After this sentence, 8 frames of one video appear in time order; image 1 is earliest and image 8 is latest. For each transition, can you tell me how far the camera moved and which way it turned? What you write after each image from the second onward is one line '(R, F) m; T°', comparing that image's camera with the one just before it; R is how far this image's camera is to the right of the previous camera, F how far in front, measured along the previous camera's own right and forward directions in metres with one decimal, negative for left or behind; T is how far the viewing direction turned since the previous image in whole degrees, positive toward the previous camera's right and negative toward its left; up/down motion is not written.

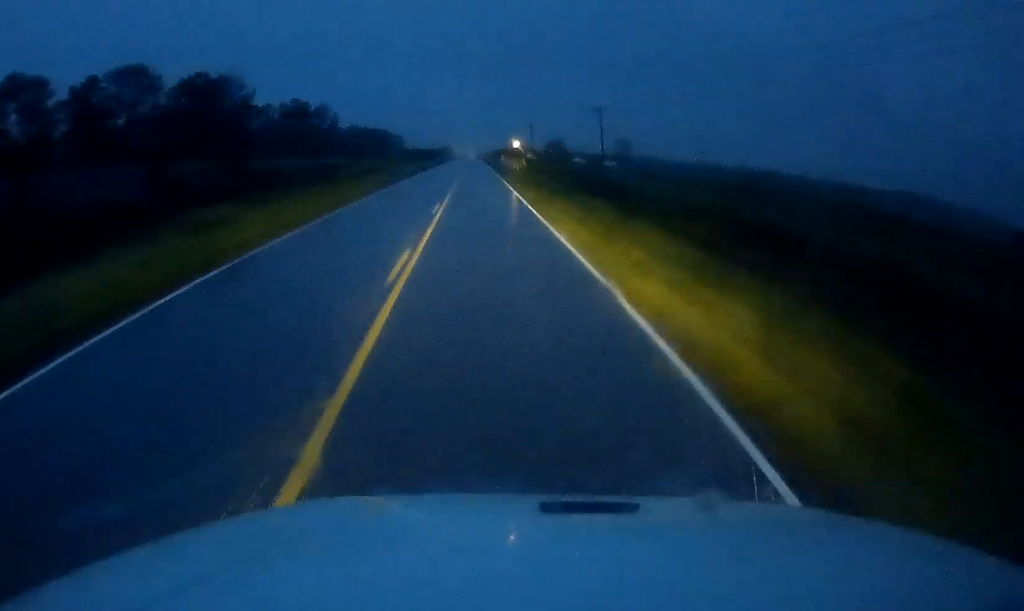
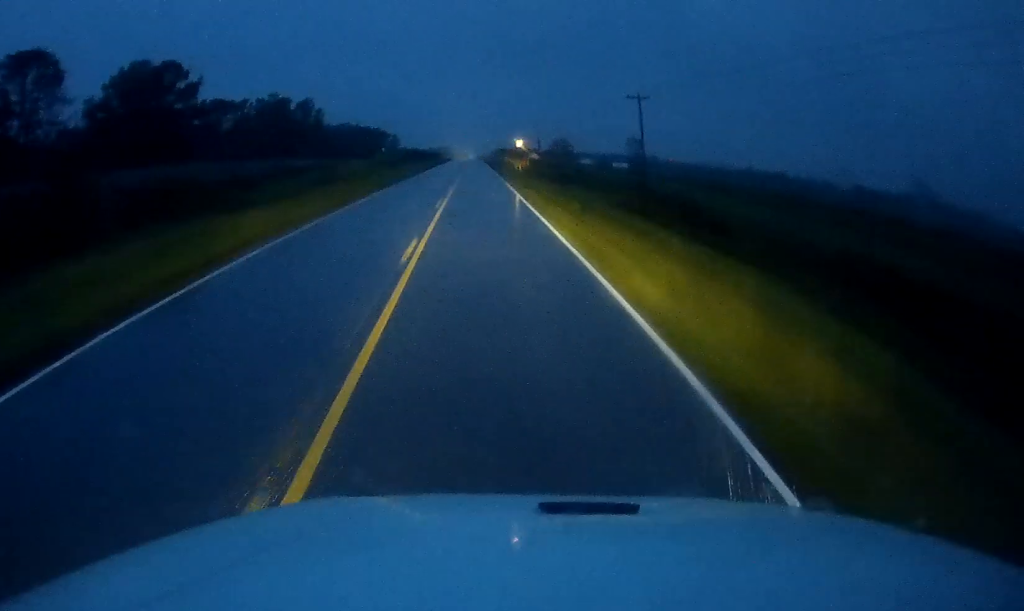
(+0.1, +22.8) m; 0°
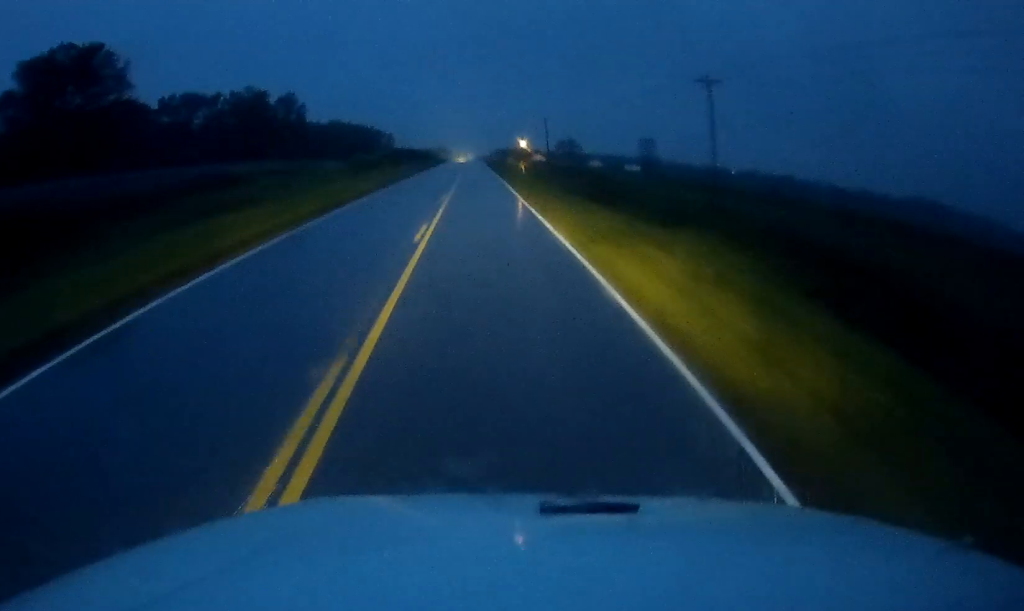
(0.0, +21.8) m; 0°
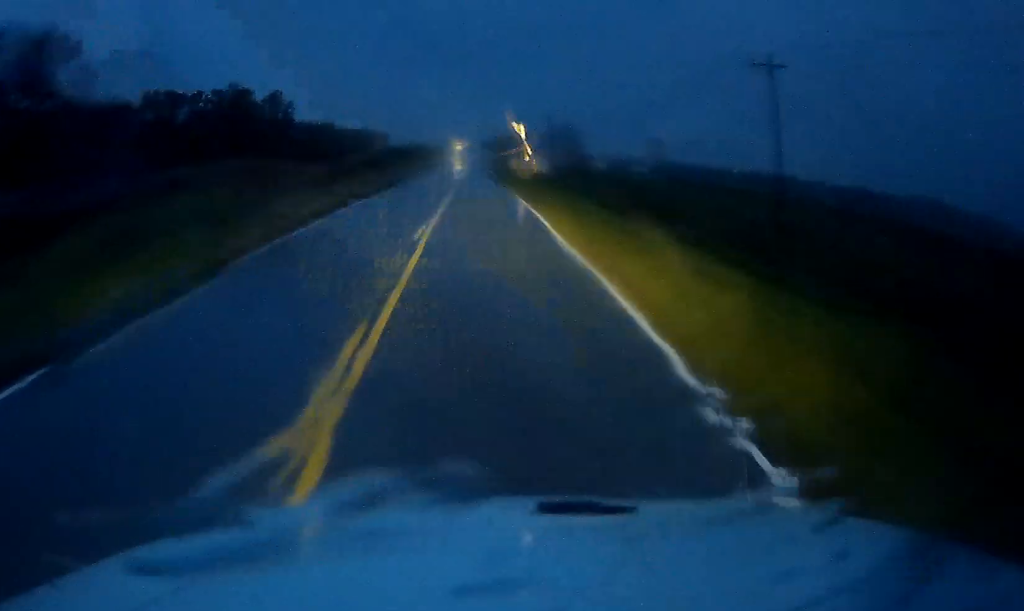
(-0.2, +11.2) m; 0°
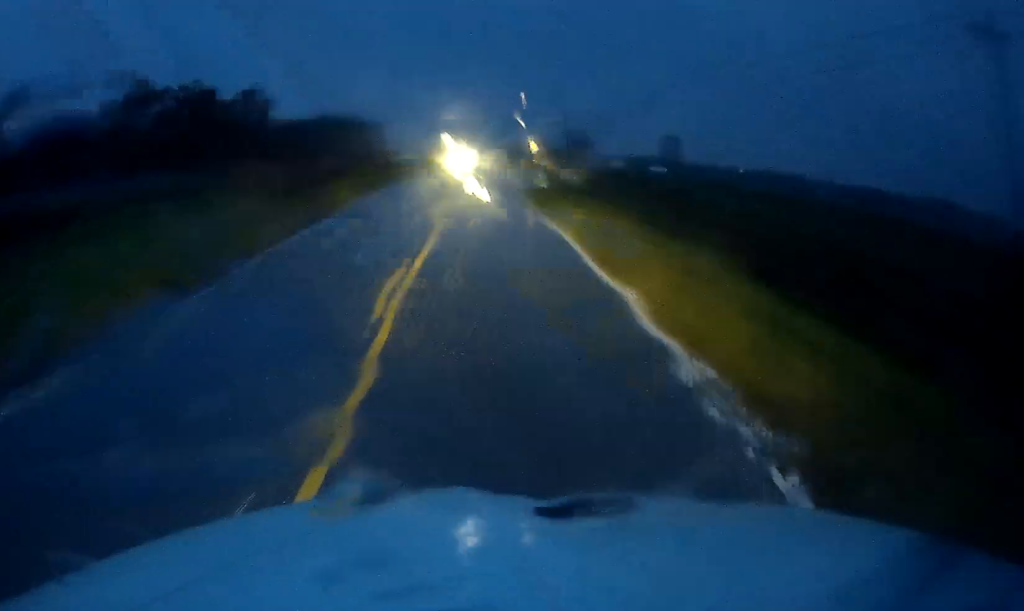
(+0.2, +20.7) m; 0°
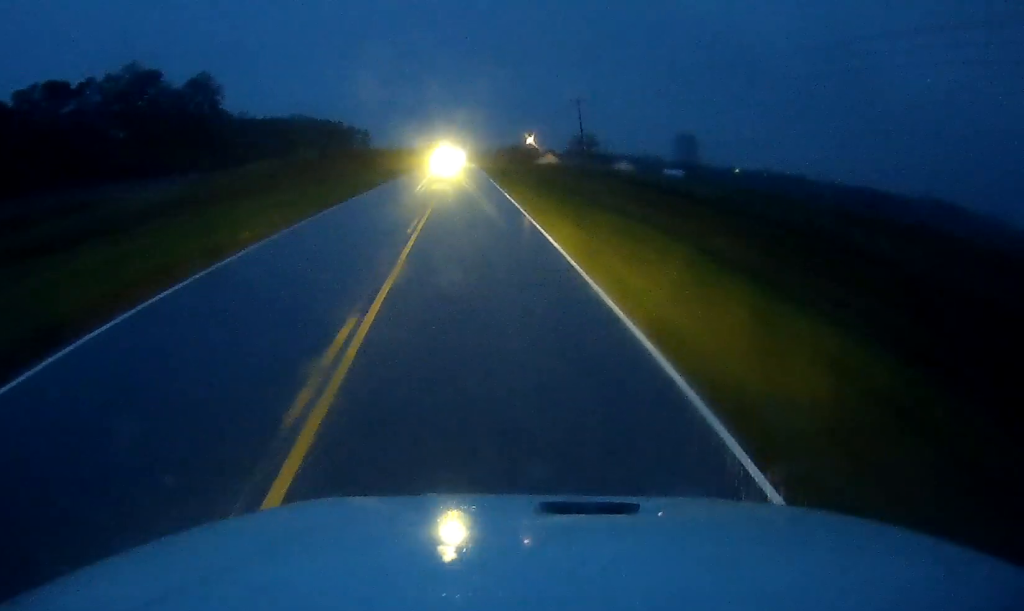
(0.0, +28.4) m; 0°
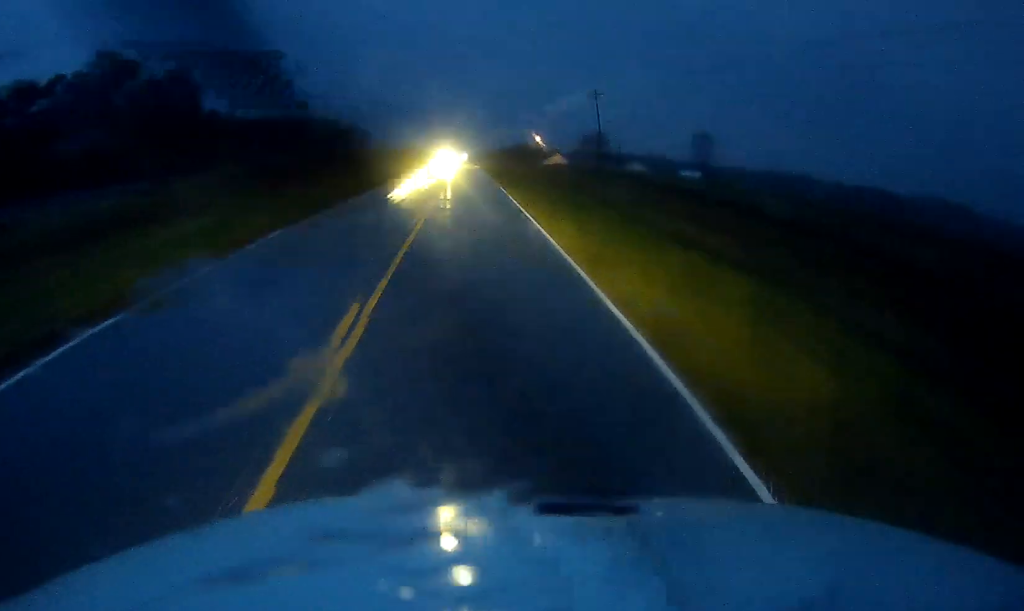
(0.0, +11.7) m; 0°
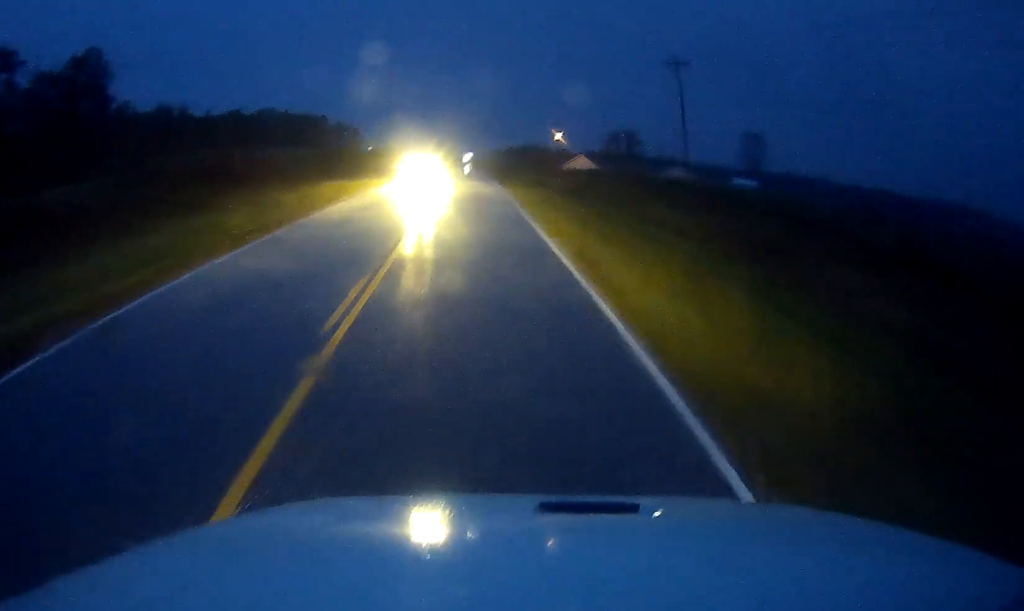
(+0.3, +35.4) m; 0°
